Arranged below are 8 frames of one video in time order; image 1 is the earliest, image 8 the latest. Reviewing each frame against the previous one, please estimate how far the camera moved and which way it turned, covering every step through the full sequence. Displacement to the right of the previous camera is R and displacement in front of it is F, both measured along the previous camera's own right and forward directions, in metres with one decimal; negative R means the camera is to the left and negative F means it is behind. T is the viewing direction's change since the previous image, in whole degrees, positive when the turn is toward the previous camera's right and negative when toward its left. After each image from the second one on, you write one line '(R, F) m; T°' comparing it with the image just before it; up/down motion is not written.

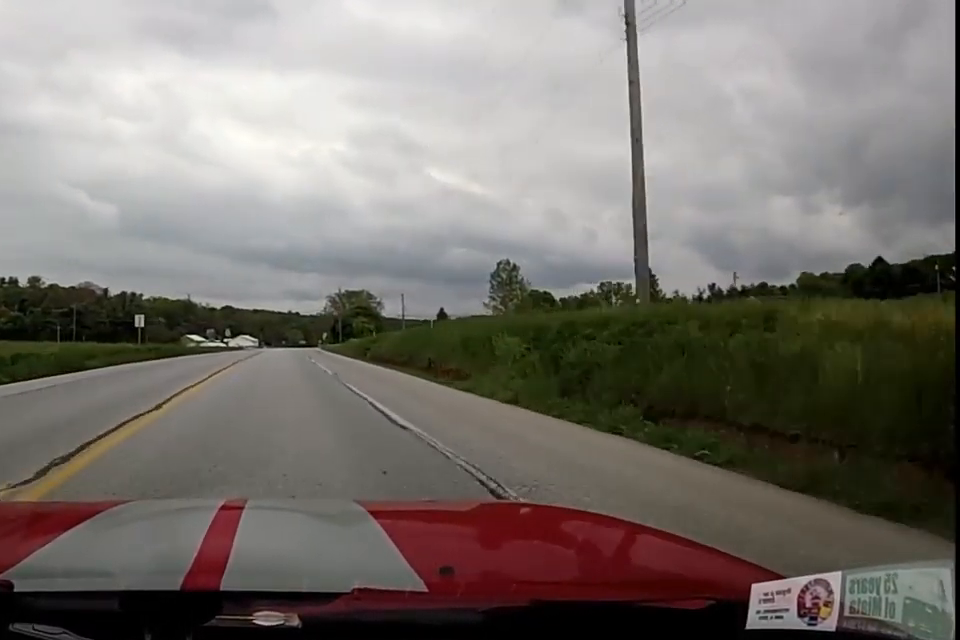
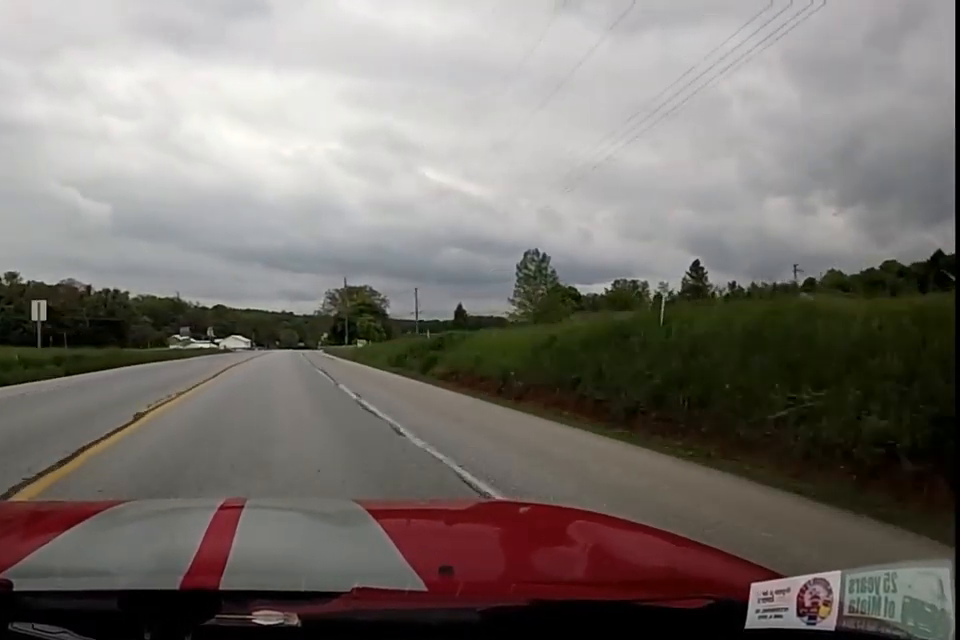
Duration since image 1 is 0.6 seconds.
(+0.3, +16.4) m; +1°
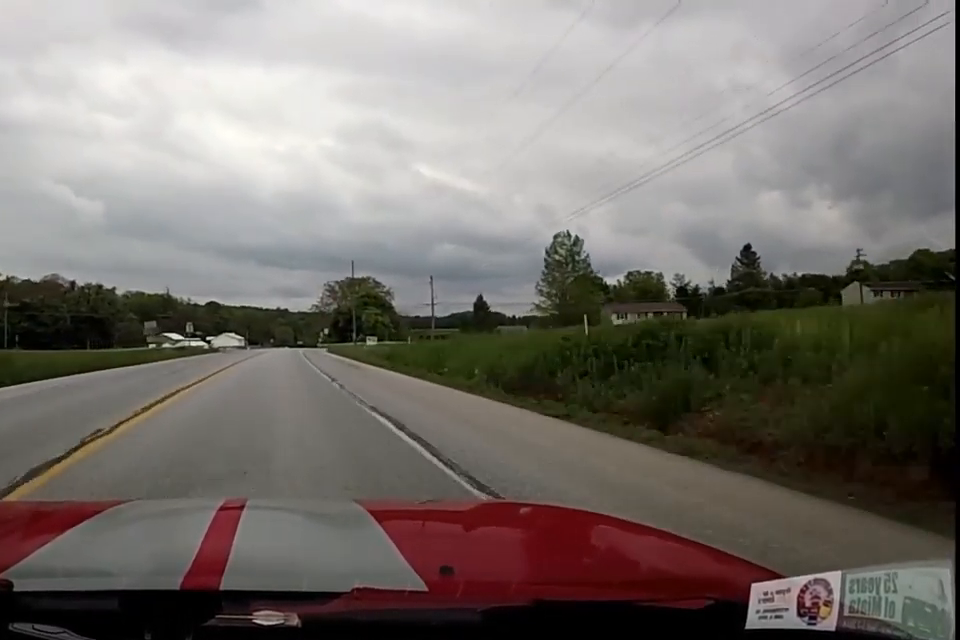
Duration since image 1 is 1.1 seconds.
(0.0, +13.6) m; 0°
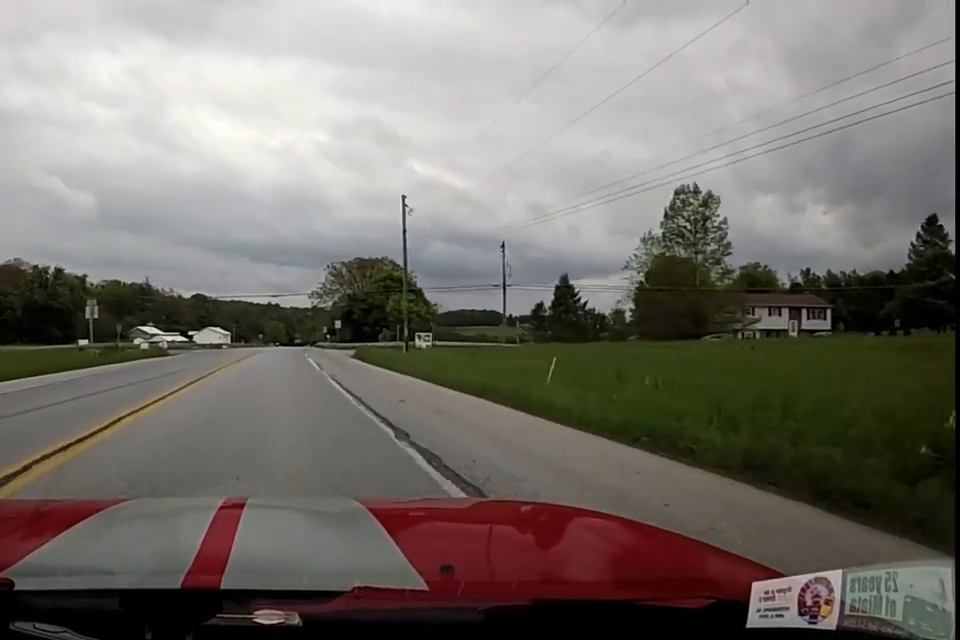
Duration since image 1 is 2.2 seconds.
(0.0, +30.9) m; +1°
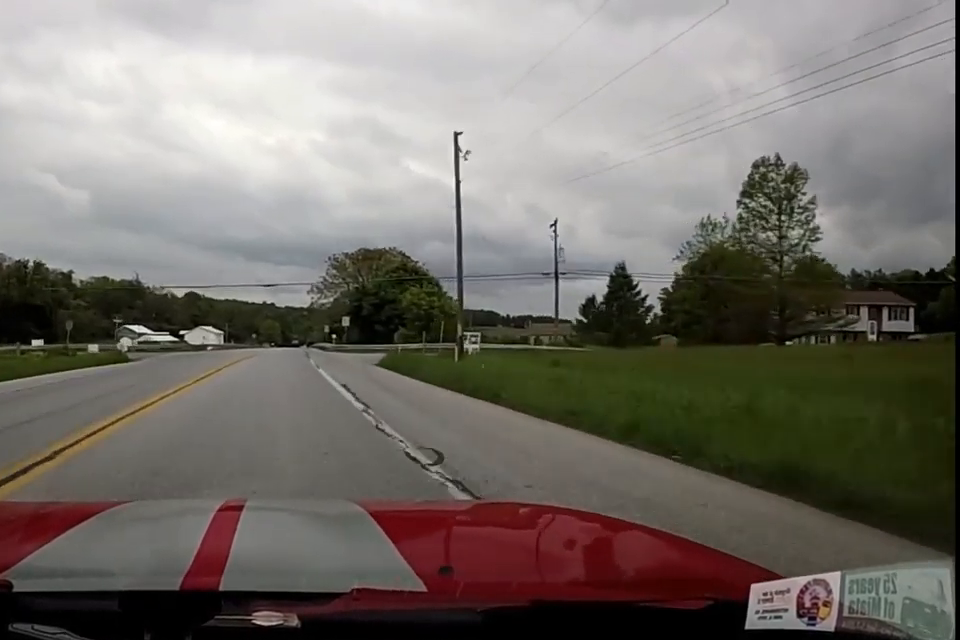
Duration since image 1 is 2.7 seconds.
(+0.1, +12.0) m; +1°
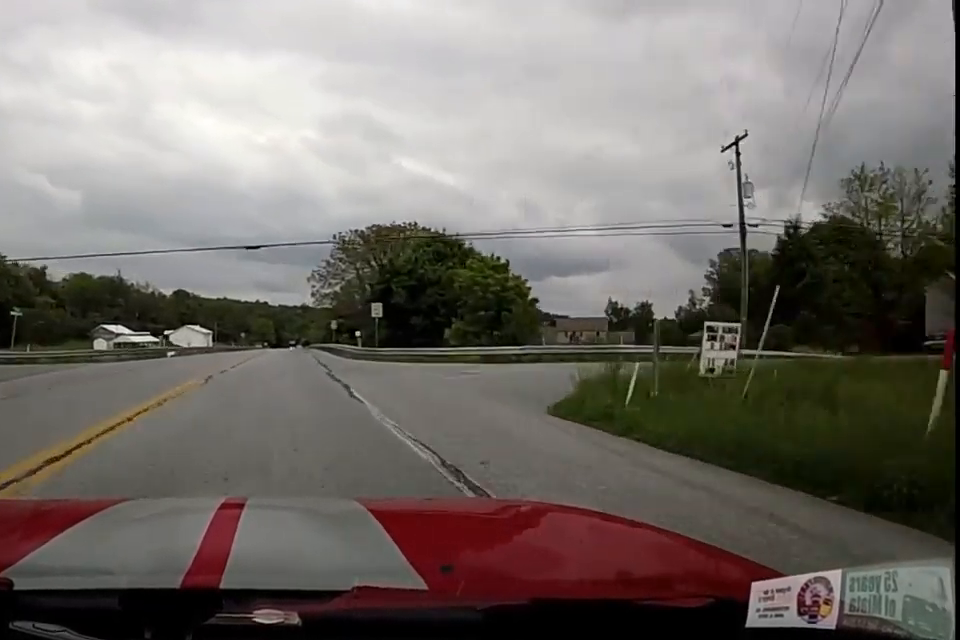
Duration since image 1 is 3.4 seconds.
(+0.3, +20.4) m; +3°
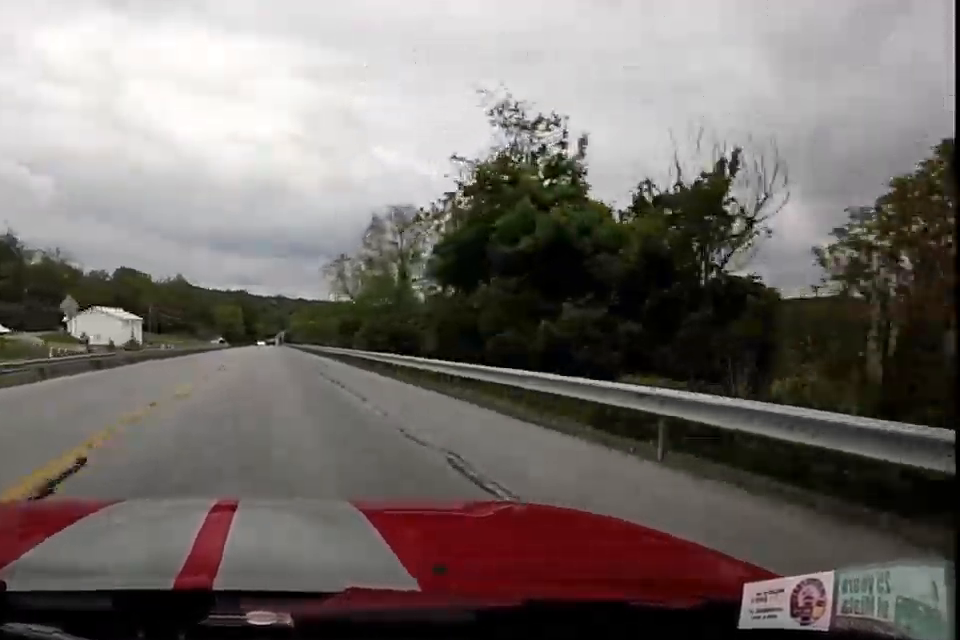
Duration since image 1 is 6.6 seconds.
(-1.0, +89.6) m; -2°
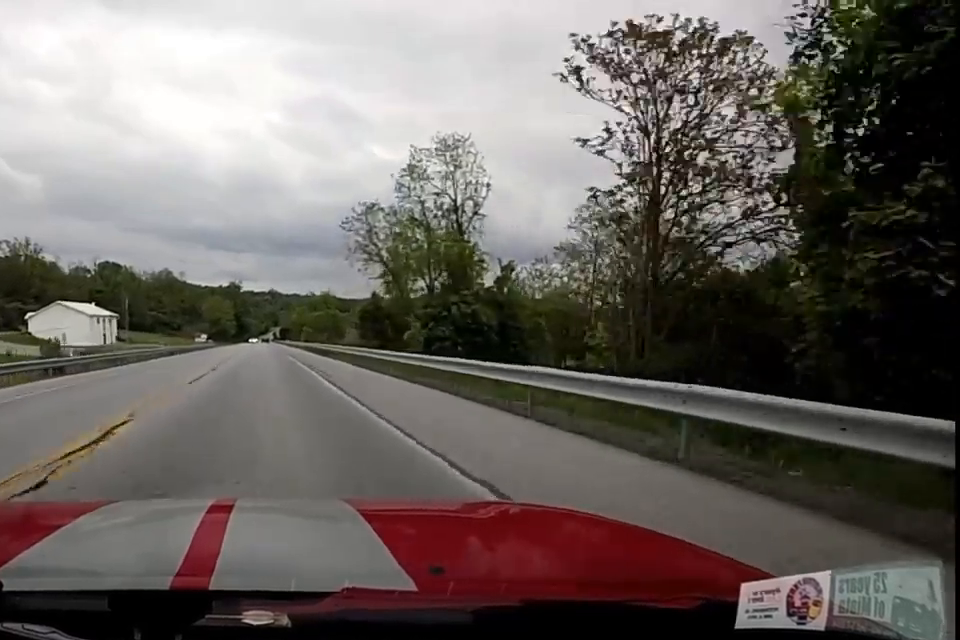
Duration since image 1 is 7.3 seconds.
(0.0, +20.0) m; 0°
